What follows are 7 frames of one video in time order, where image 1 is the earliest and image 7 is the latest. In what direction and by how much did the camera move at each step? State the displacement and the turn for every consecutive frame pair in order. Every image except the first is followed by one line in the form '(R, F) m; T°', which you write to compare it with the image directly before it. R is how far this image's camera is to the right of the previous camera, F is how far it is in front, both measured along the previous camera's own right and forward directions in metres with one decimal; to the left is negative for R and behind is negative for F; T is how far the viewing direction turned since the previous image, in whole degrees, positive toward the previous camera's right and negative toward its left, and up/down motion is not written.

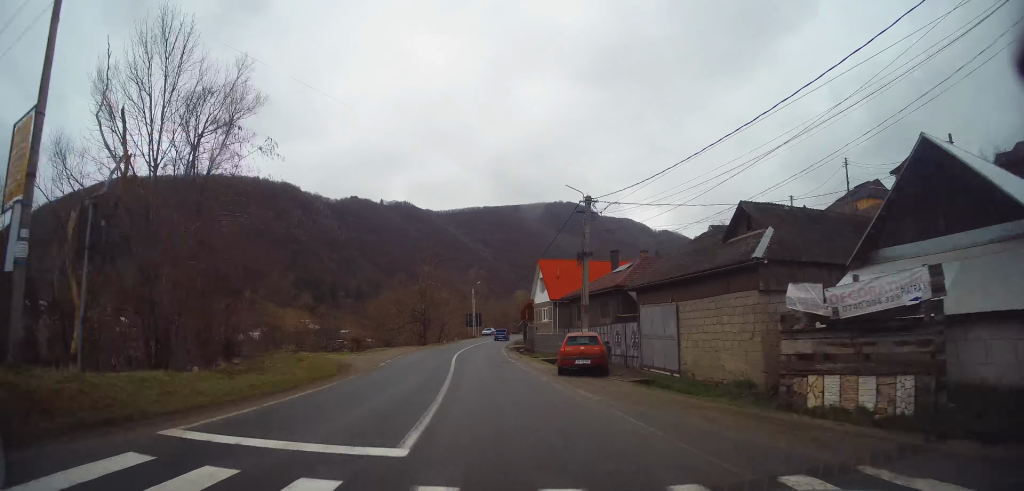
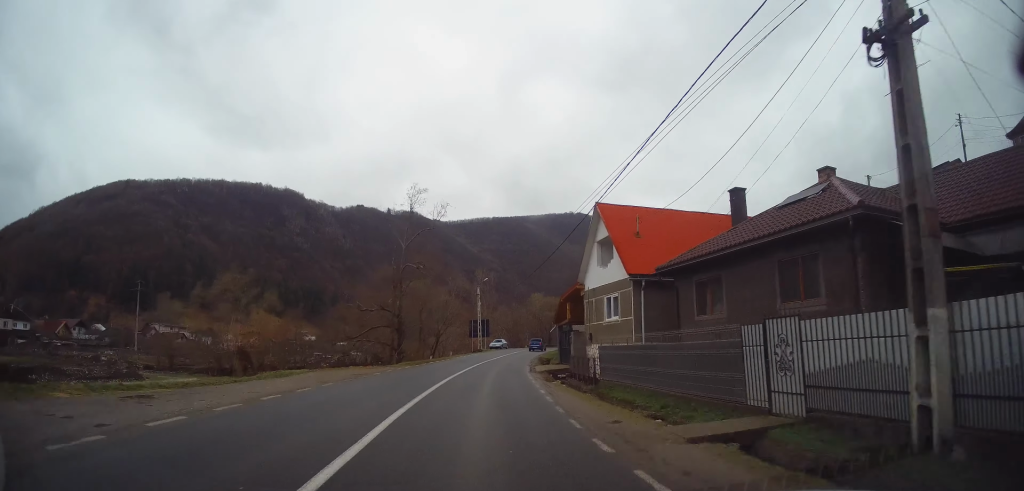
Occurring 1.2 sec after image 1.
(-0.8, +21.2) m; -1°
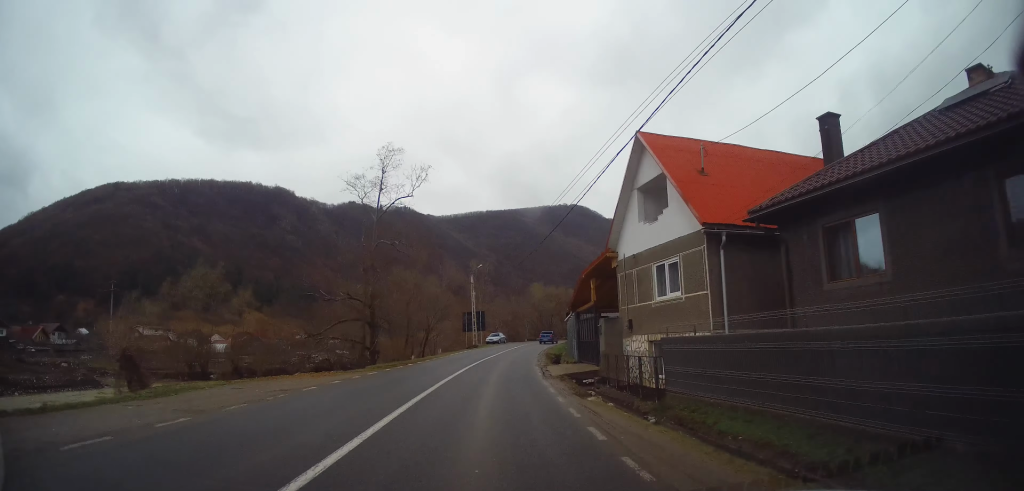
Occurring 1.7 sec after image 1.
(-0.2, +7.4) m; +1°
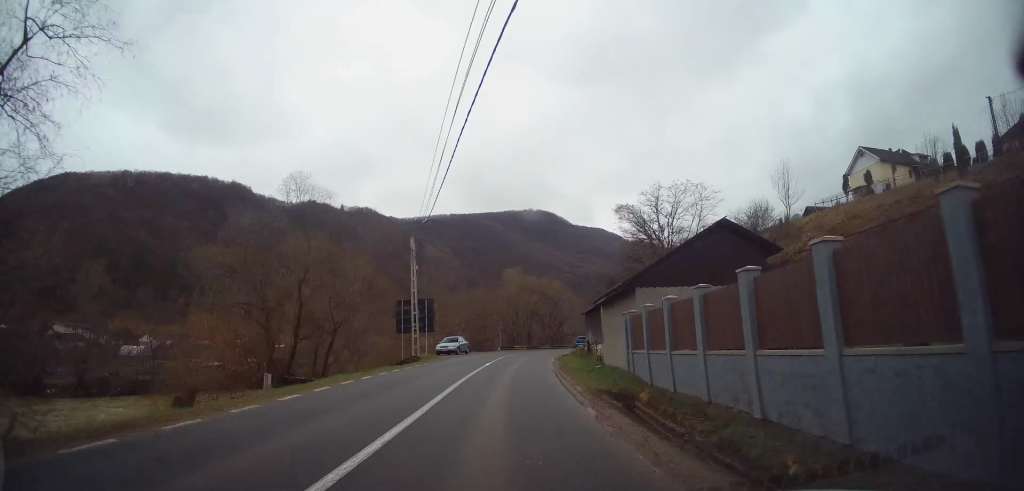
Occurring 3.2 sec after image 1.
(+1.5, +24.9) m; +4°
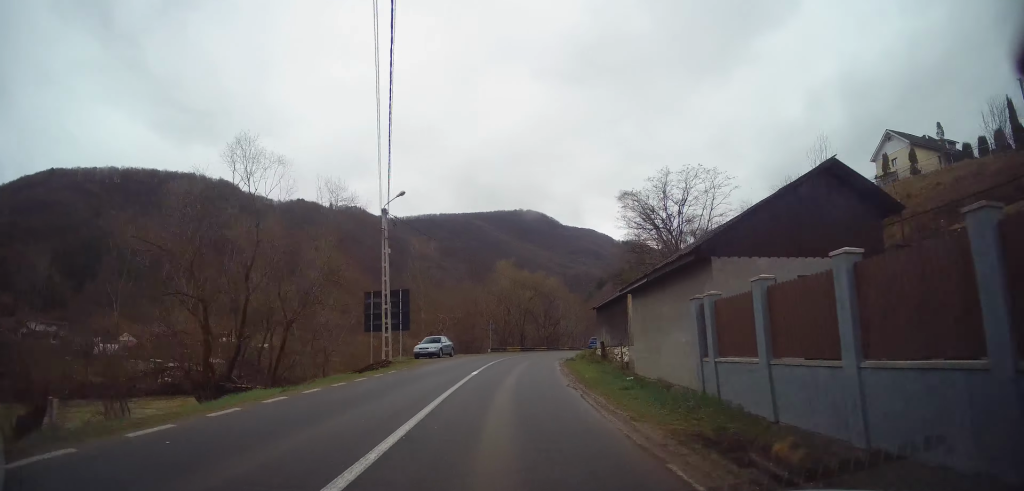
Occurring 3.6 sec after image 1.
(-0.1, +6.5) m; +1°
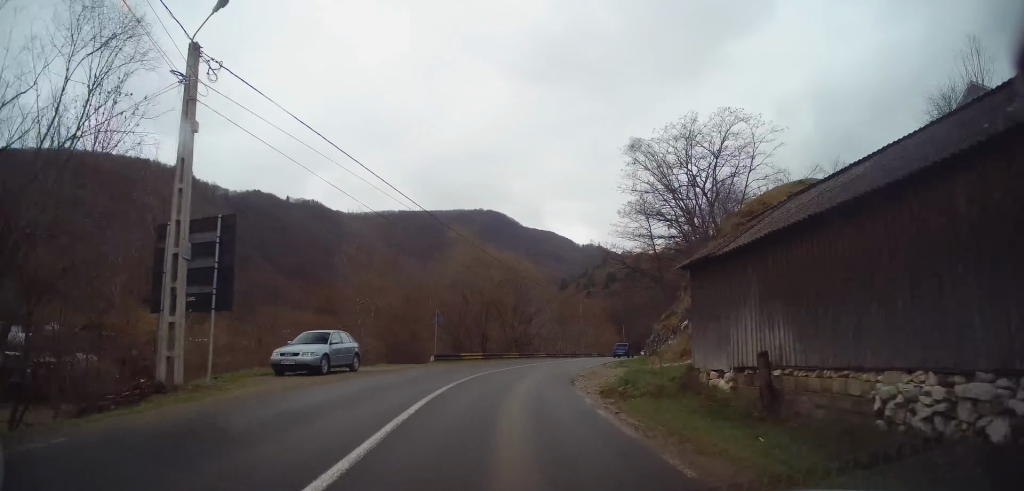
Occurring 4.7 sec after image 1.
(+0.7, +17.0) m; +5°
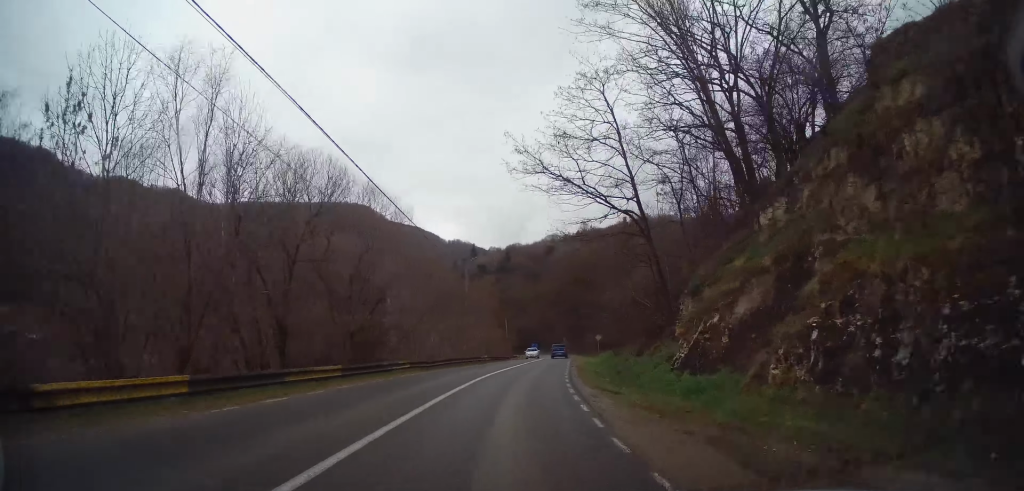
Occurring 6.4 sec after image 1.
(+3.7, +24.9) m; +16°
